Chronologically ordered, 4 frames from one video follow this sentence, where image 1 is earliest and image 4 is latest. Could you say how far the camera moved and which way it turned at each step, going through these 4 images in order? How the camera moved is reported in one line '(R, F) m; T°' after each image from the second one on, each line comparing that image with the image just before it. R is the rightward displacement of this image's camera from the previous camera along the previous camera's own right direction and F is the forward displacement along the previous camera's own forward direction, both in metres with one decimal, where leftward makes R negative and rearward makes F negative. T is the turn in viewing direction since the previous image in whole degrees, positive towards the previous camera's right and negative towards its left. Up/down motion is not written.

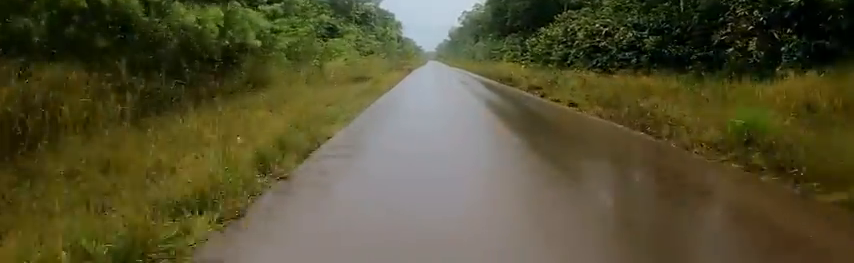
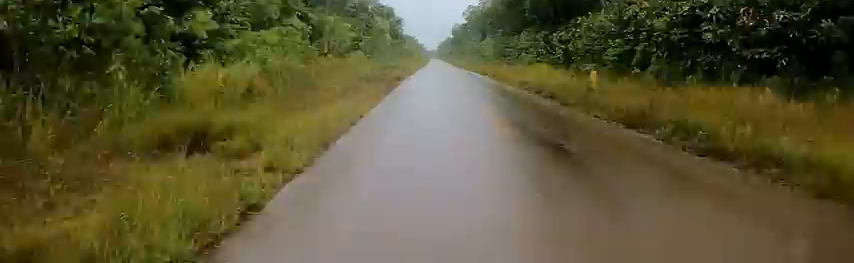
(0.0, +17.6) m; 0°
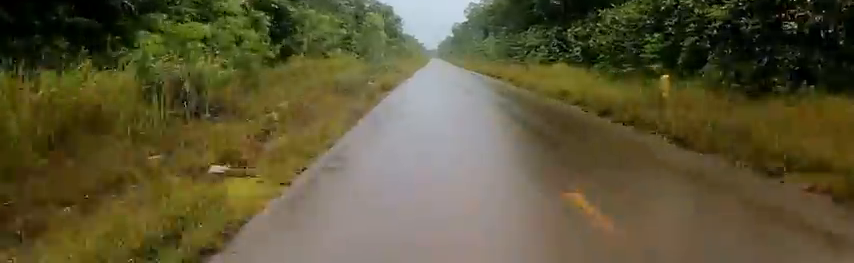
(0.0, +7.3) m; 0°
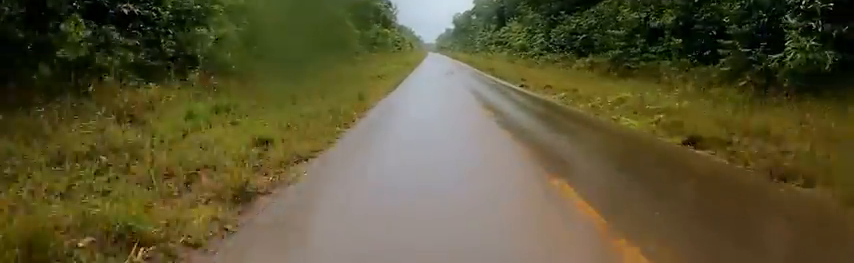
(+2.1, +36.3) m; +6°
